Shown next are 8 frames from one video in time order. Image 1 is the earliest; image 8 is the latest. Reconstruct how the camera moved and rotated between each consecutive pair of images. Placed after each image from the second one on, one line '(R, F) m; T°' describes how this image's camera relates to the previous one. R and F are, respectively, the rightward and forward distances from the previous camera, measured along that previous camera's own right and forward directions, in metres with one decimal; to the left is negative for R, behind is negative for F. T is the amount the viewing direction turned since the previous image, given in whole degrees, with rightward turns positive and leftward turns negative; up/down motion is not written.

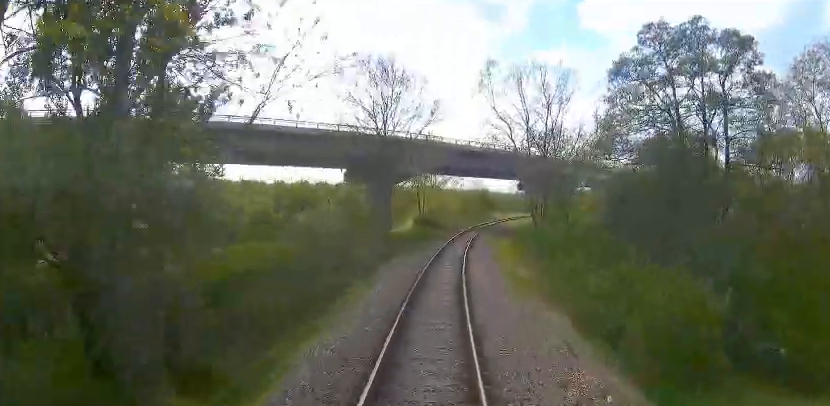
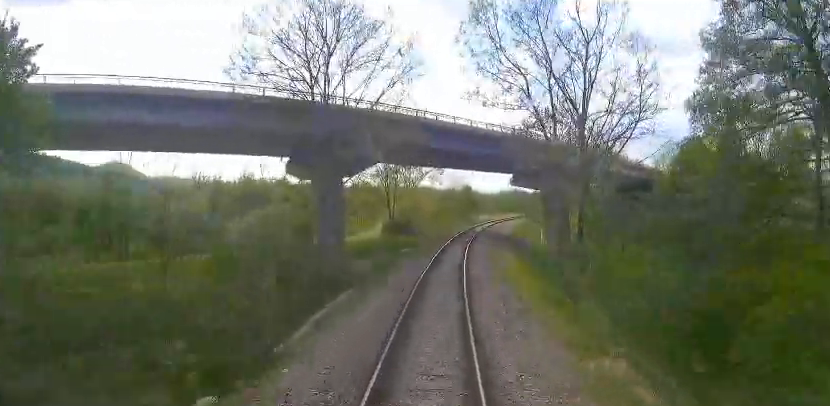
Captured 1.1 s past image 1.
(+0.3, +13.0) m; +3°
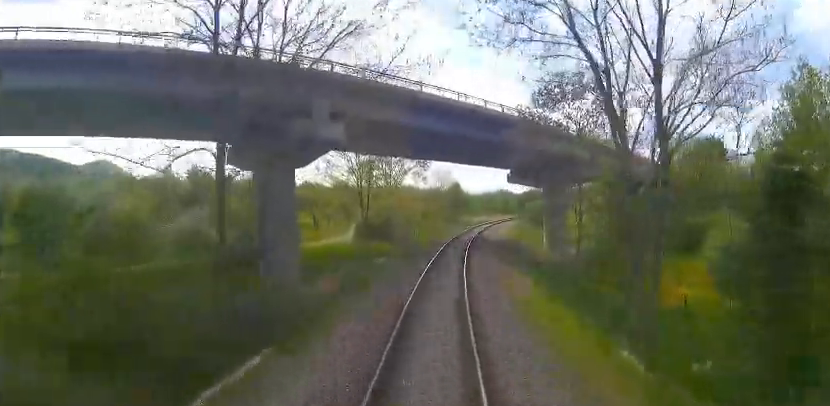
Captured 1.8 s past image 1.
(+0.2, +8.5) m; +1°
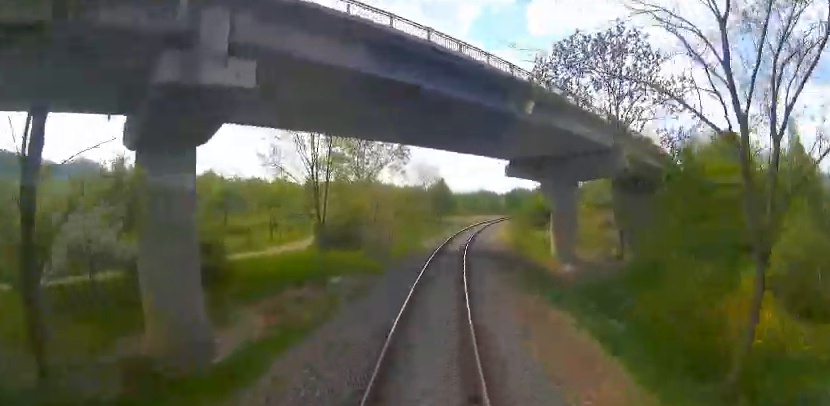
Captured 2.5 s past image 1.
(0.0, +8.9) m; -2°
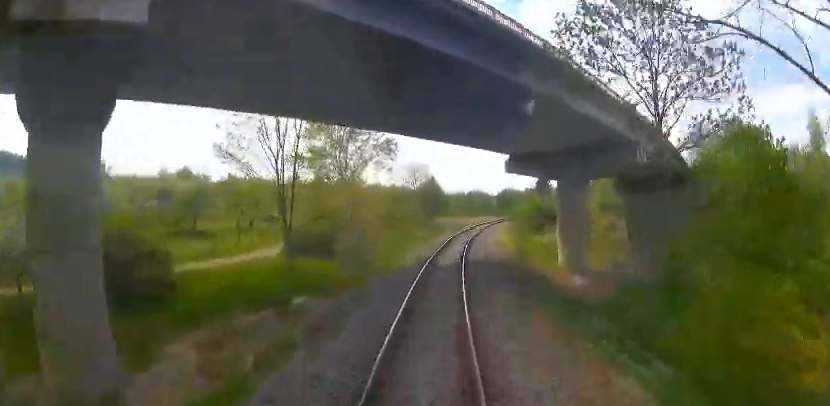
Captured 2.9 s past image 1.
(-0.1, +4.6) m; +1°
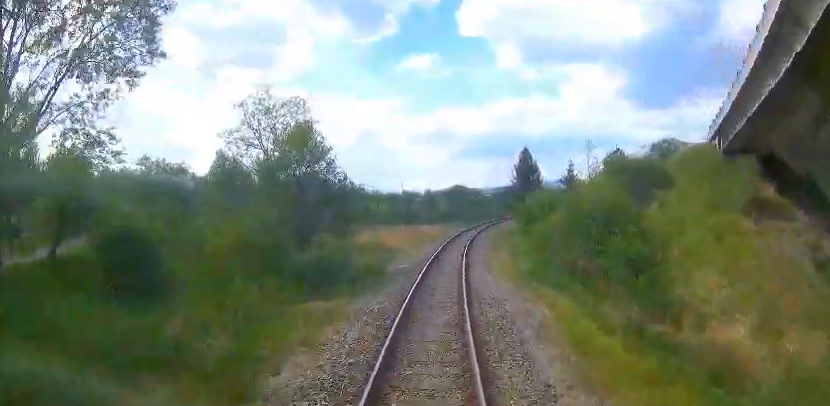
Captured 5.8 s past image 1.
(+3.2, +34.7) m; +11°
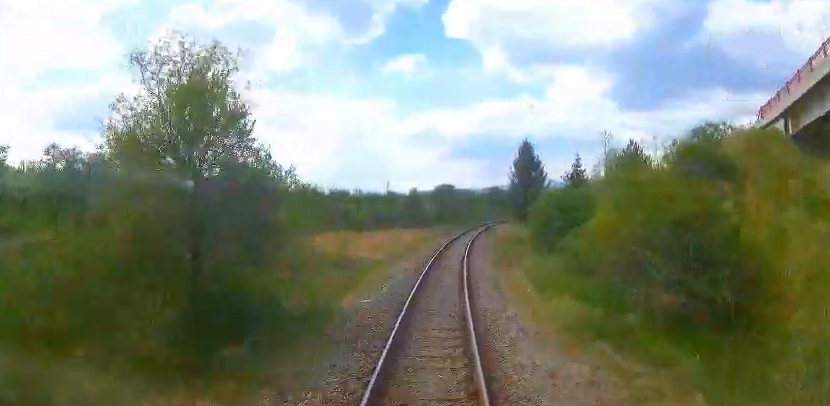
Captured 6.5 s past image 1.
(+0.1, +8.3) m; +5°
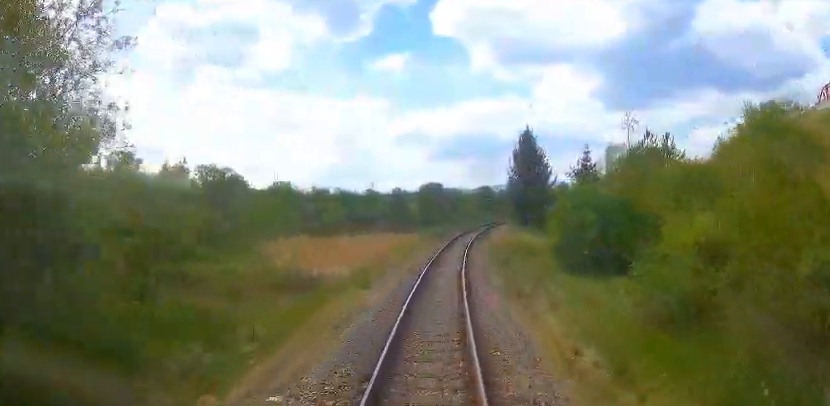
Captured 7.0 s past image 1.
(+0.4, +7.4) m; +2°
